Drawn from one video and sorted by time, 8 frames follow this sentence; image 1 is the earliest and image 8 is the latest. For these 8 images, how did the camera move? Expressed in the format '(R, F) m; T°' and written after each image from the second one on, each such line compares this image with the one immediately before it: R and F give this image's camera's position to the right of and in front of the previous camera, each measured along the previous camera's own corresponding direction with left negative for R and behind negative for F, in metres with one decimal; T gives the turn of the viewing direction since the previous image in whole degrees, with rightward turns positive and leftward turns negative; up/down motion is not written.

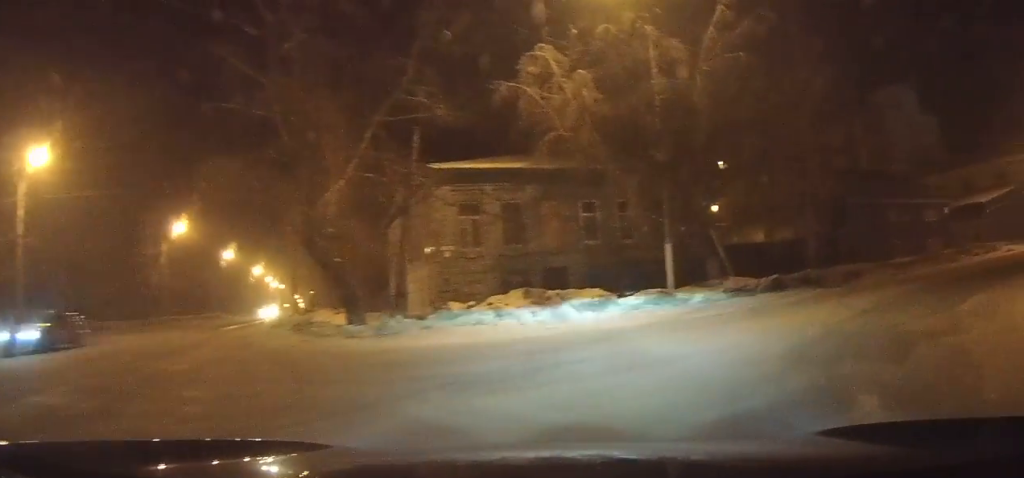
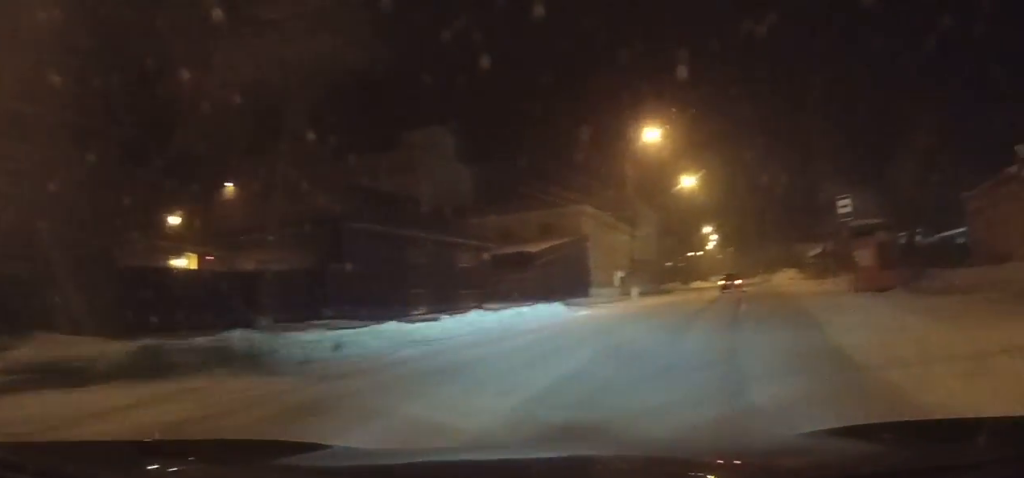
(+5.8, +12.9) m; +32°
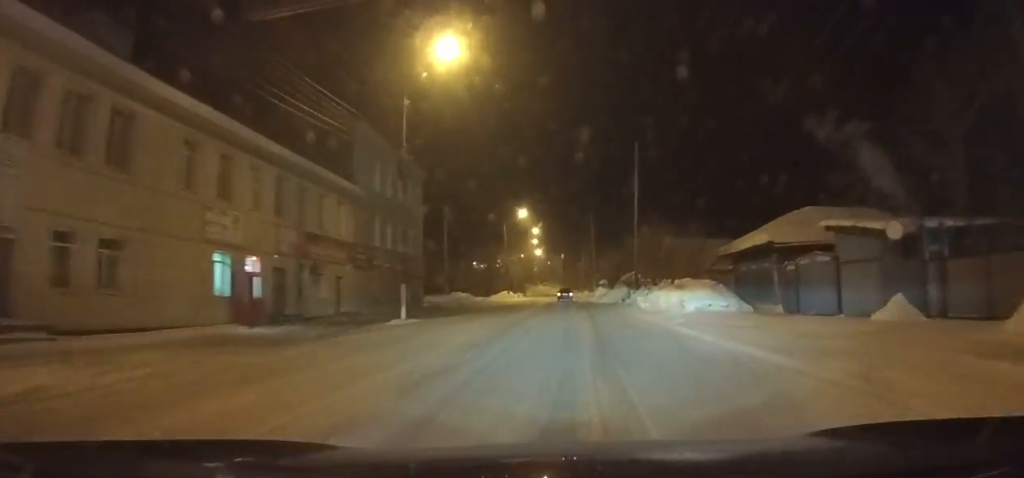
(+10.3, +41.7) m; +14°
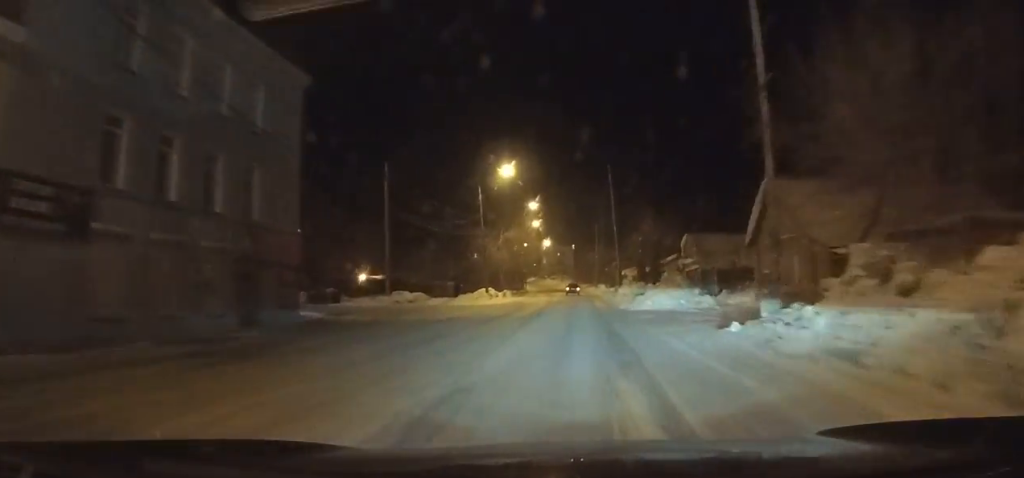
(-0.3, +27.7) m; -1°
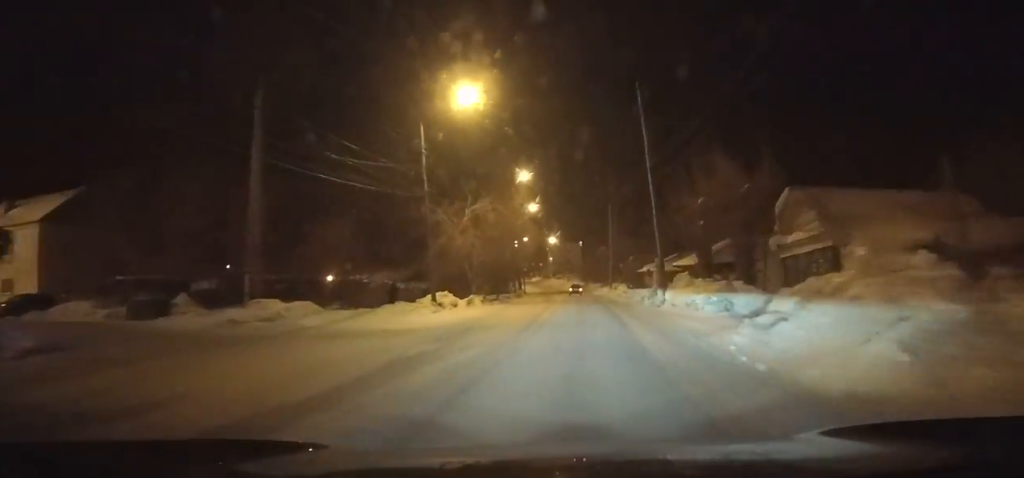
(-0.1, +22.3) m; 0°
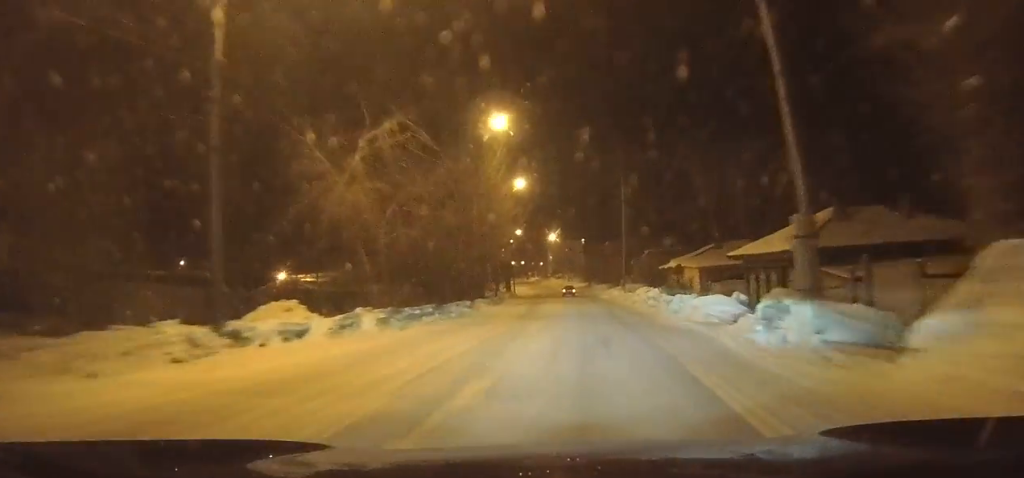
(+0.3, +19.6) m; 0°
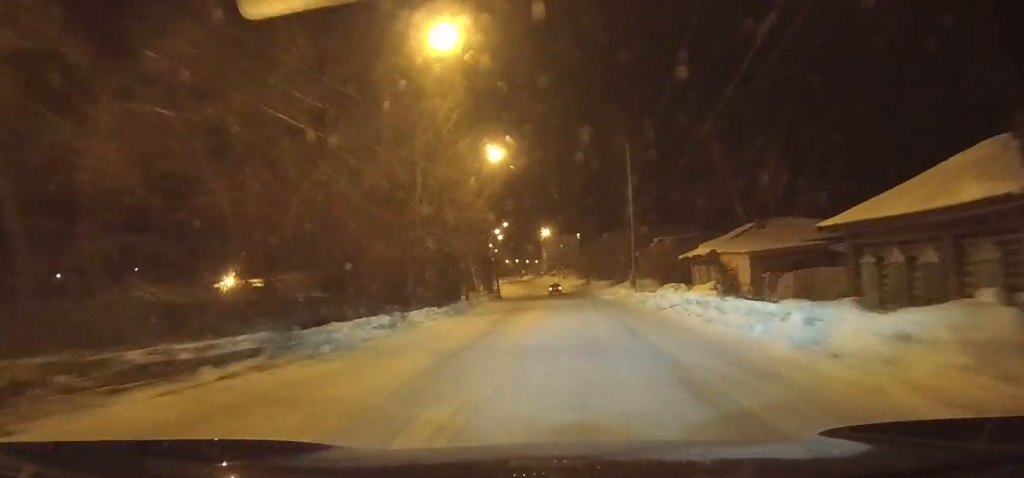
(0.0, +14.3) m; -1°
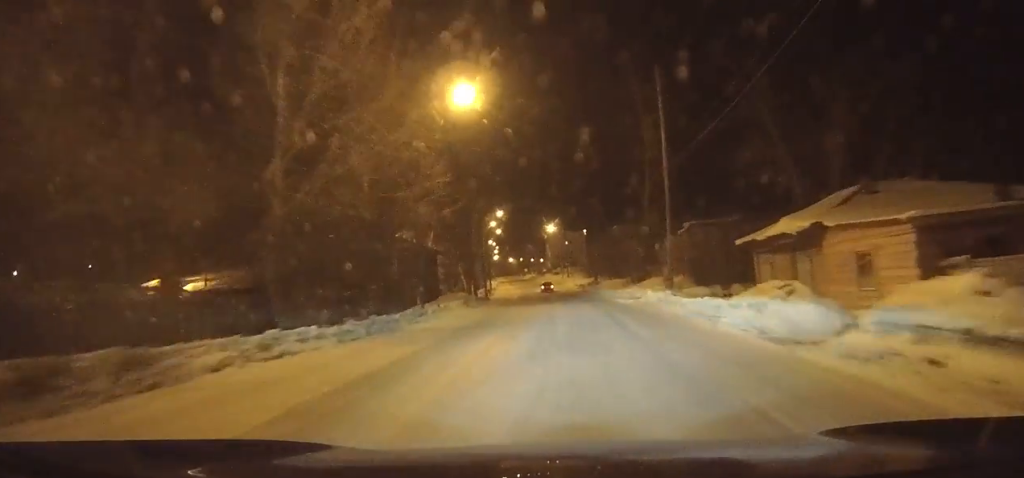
(-0.3, +16.3) m; -1°
